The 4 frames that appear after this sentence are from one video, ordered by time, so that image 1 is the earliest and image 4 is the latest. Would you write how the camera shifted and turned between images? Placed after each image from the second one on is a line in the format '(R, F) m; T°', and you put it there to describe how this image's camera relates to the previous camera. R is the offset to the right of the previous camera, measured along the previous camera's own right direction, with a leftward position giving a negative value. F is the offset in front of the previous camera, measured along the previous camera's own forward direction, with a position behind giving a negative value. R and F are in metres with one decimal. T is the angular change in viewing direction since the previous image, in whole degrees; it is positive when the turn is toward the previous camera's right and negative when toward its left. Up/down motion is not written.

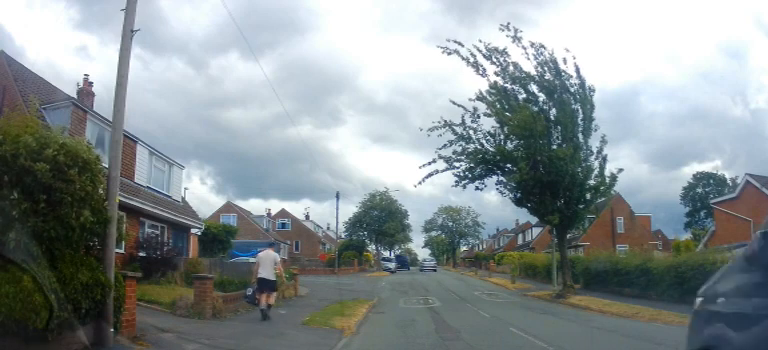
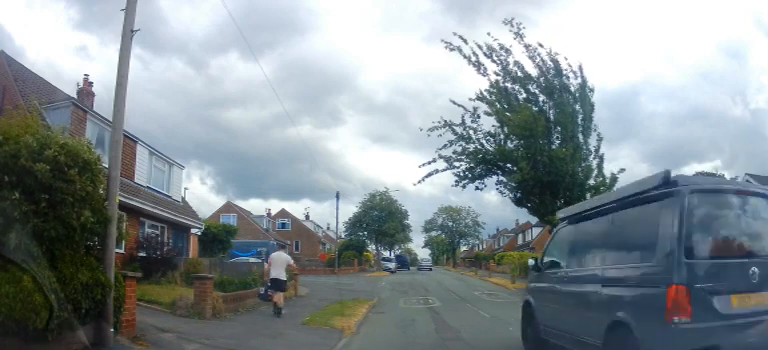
(0.0, 0.0) m; 0°
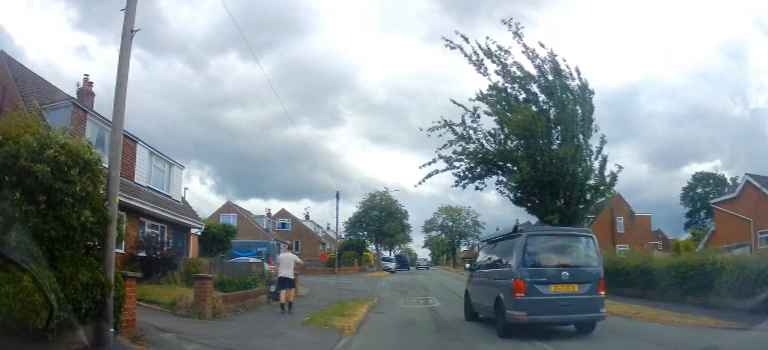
(0.0, 0.0) m; 0°
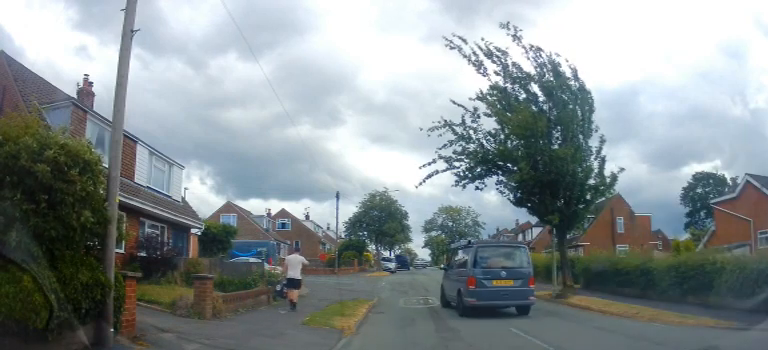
(0.0, 0.0) m; 0°
